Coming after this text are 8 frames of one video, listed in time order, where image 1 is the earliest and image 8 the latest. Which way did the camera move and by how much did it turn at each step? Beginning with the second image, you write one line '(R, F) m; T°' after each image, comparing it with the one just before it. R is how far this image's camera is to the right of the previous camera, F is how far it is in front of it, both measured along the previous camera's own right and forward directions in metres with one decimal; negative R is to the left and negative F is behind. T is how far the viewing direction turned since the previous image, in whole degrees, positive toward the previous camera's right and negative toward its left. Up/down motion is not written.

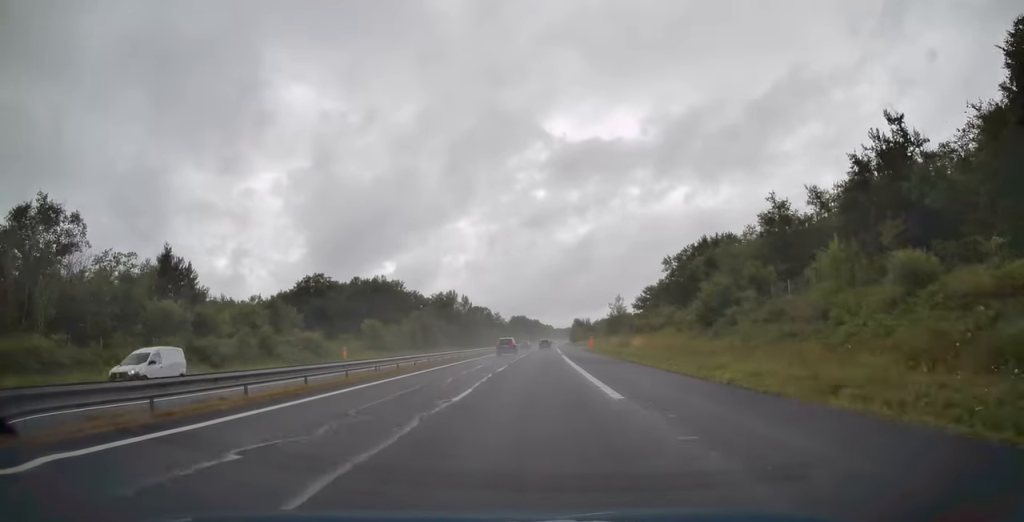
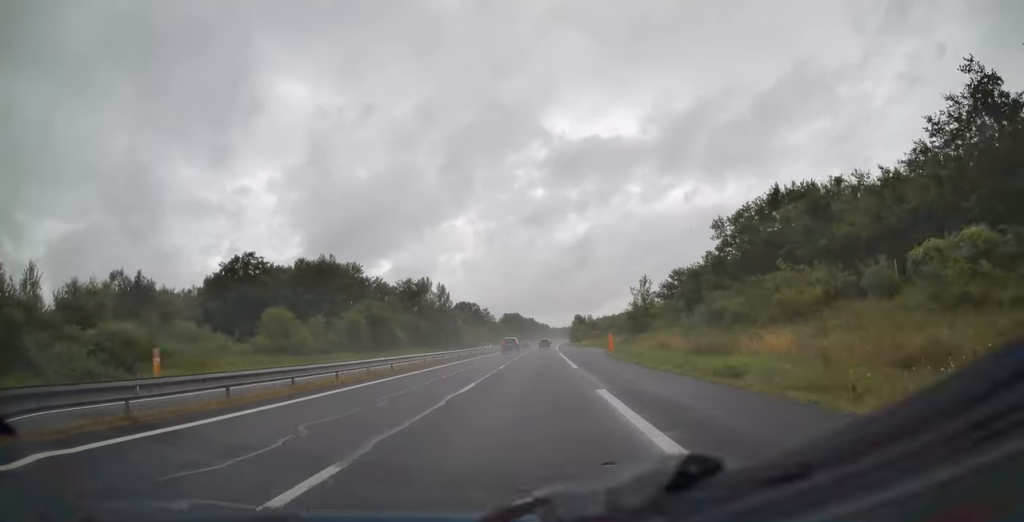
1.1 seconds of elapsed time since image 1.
(+0.1, +36.6) m; +1°
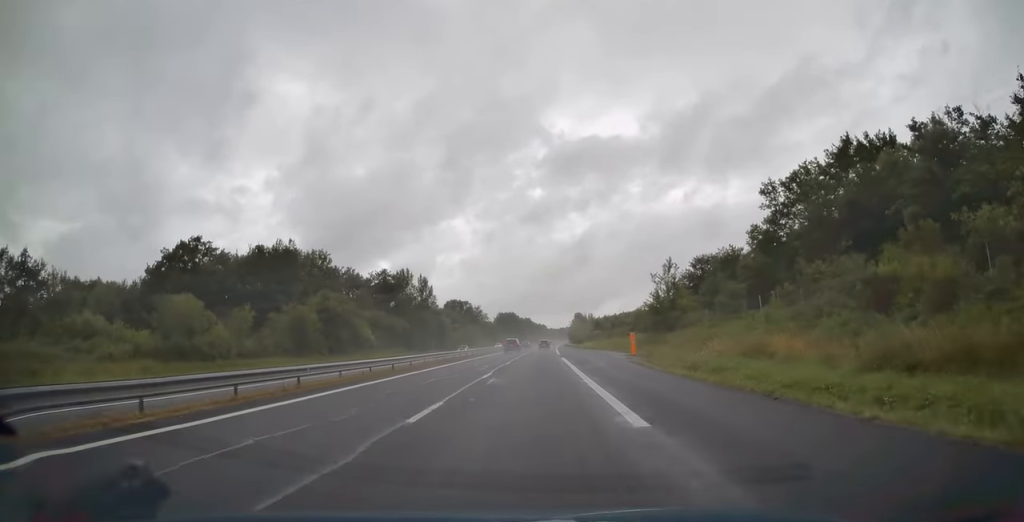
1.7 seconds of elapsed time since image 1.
(+0.2, +19.4) m; 0°
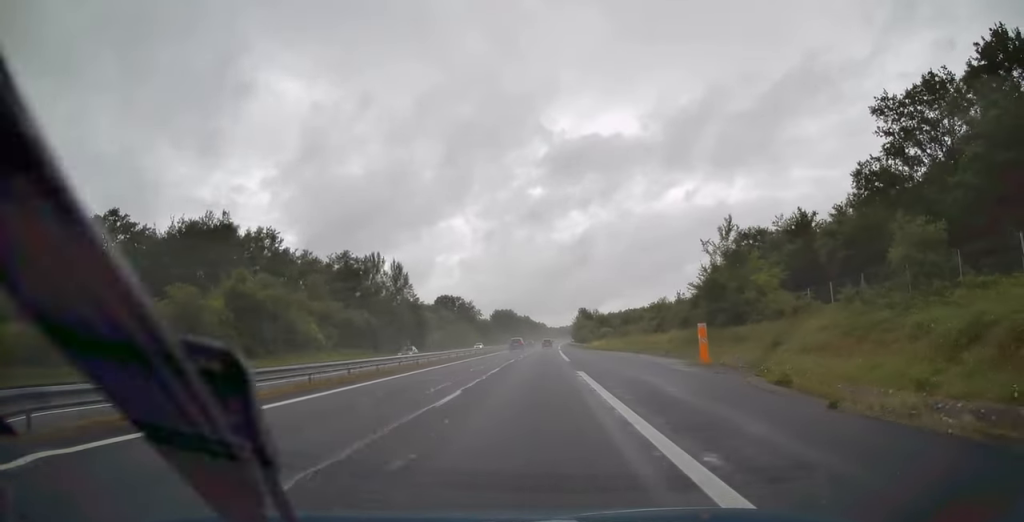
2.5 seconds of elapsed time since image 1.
(0.0, +23.2) m; 0°
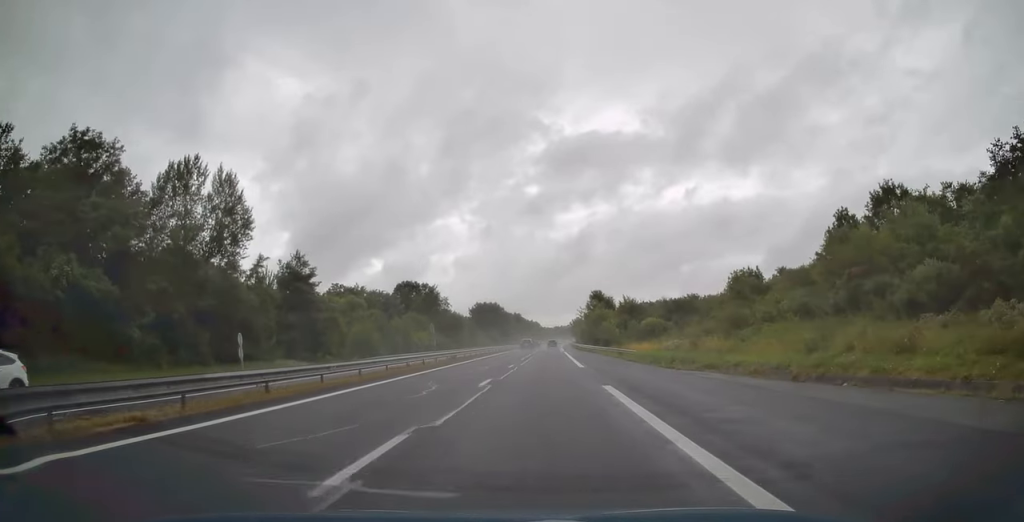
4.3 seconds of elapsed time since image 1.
(0.0, +59.7) m; +1°
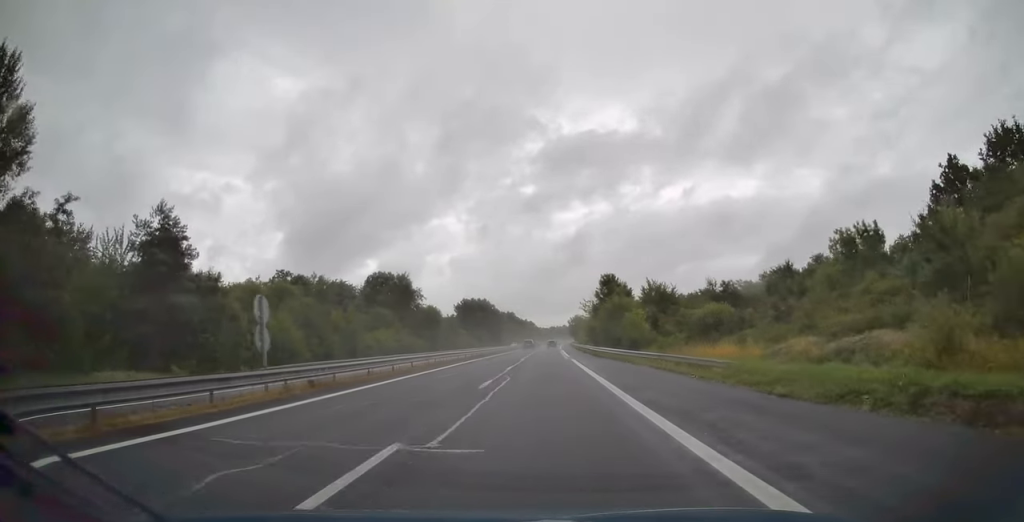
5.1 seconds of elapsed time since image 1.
(+0.2, +27.0) m; +1°
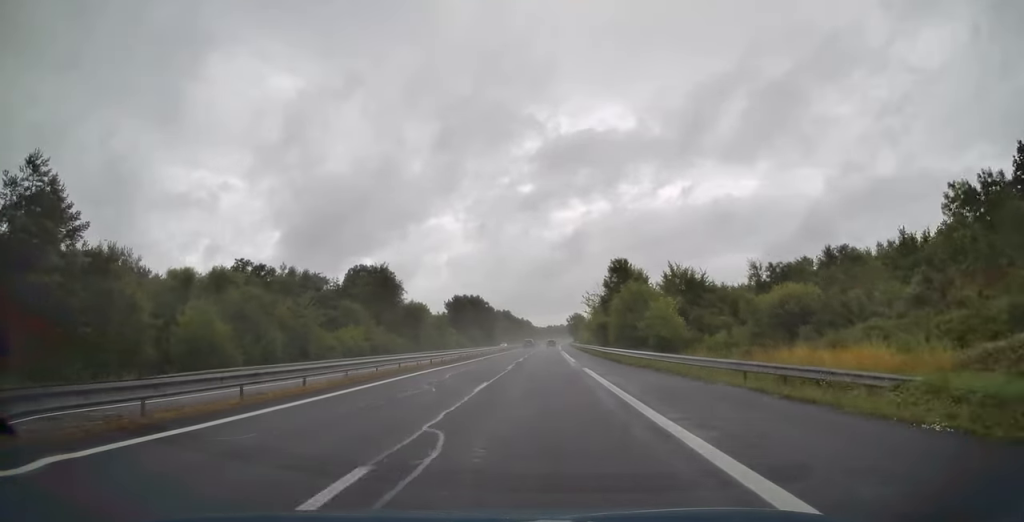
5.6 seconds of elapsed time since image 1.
(+0.1, +14.6) m; 0°
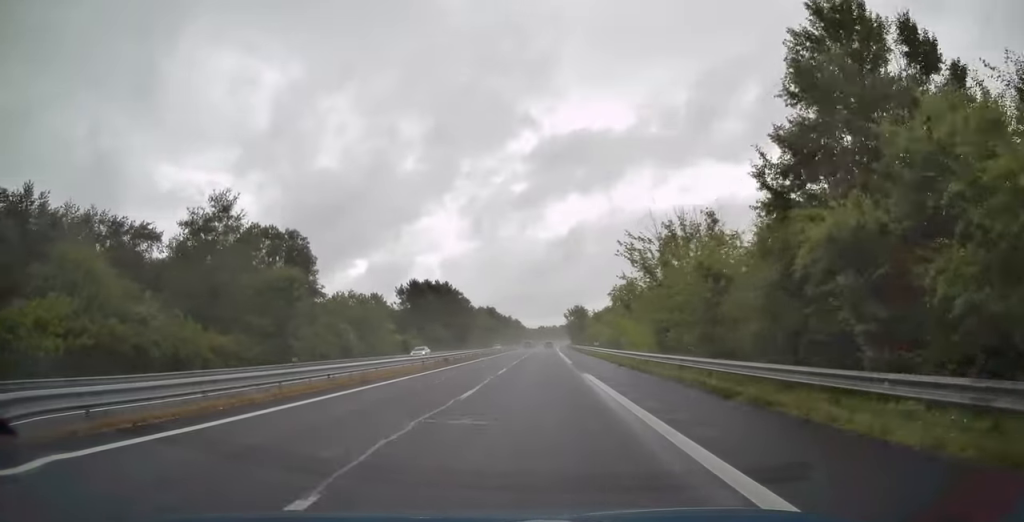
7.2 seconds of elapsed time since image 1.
(+0.2, +53.4) m; 0°
